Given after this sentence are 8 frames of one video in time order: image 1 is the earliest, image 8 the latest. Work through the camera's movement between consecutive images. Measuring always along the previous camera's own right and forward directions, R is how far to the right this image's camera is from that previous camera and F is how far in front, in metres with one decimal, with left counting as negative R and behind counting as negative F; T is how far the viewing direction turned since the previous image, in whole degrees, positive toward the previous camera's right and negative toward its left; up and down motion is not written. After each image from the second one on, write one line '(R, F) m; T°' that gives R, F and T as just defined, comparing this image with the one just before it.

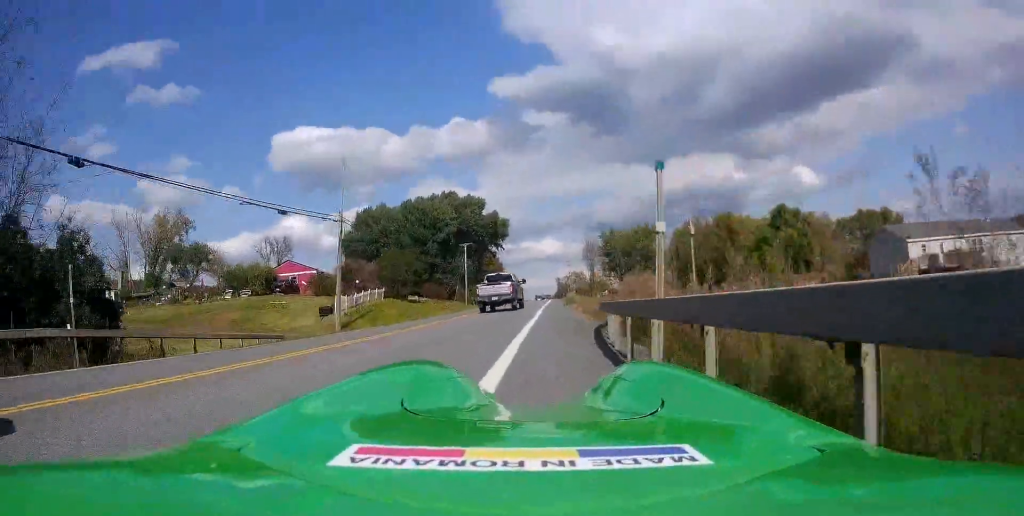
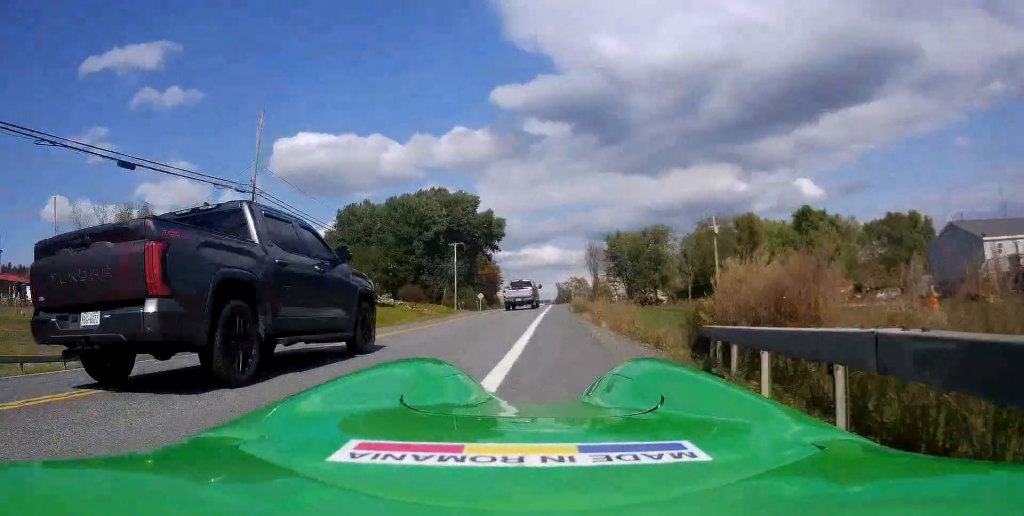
(+0.1, +11.8) m; 0°
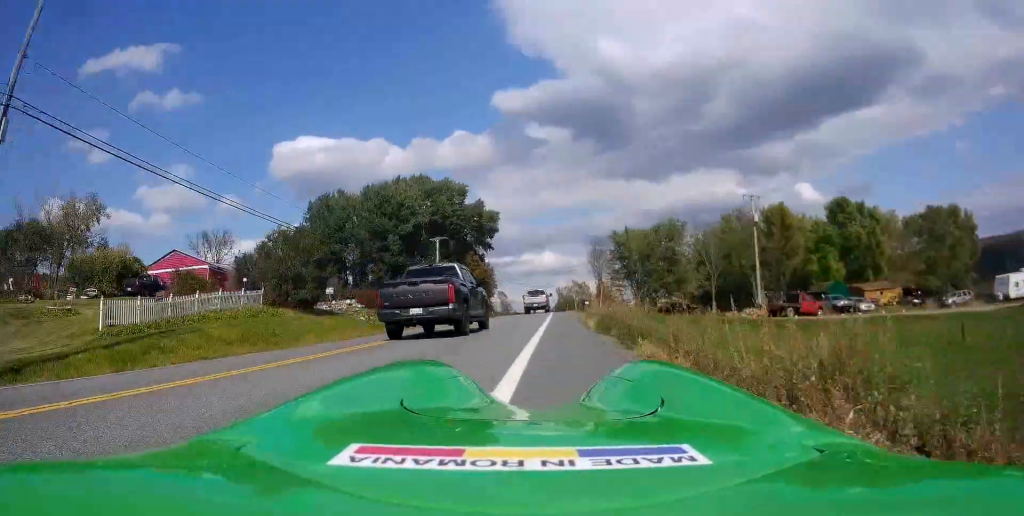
(0.0, +14.9) m; 0°
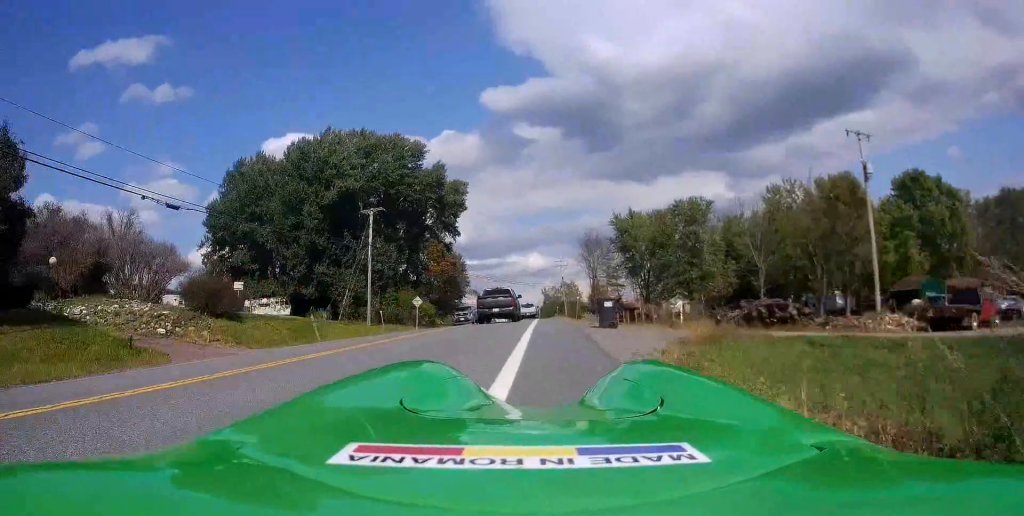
(+0.3, +25.6) m; +1°
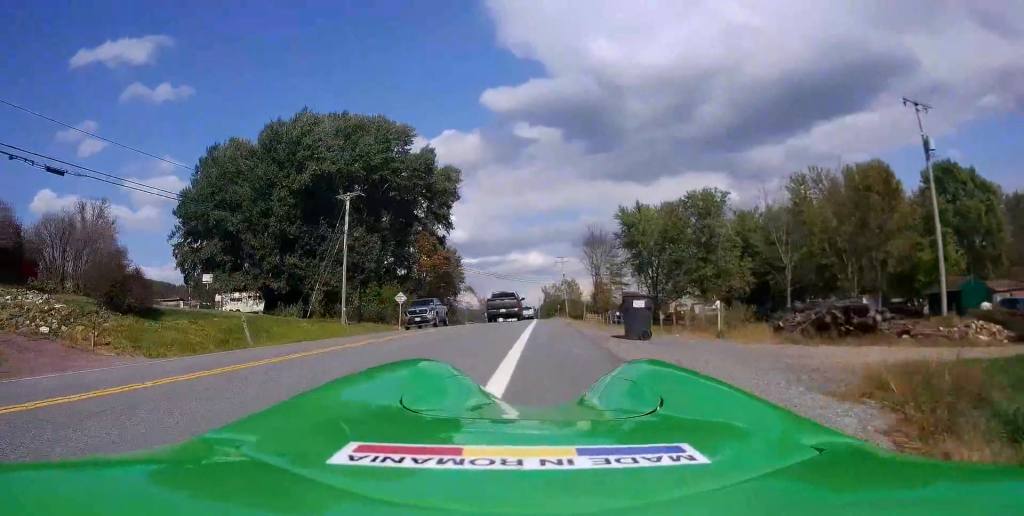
(-0.1, +6.9) m; 0°
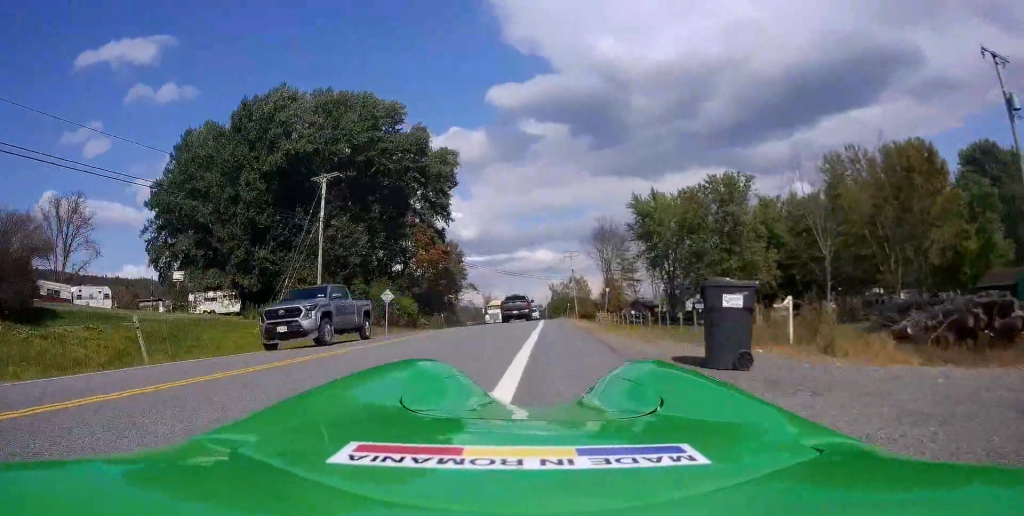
(-0.1, +6.8) m; 0°
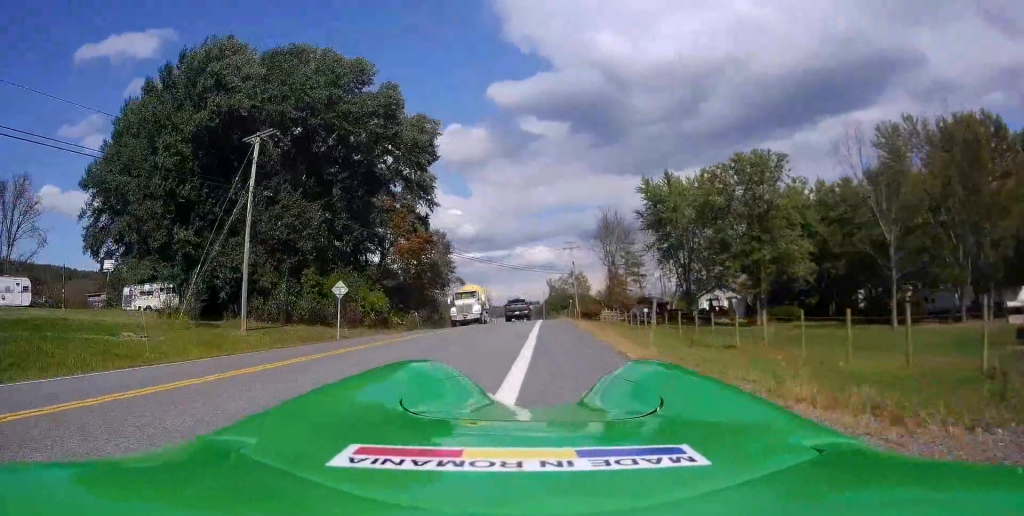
(+0.1, +10.0) m; +2°
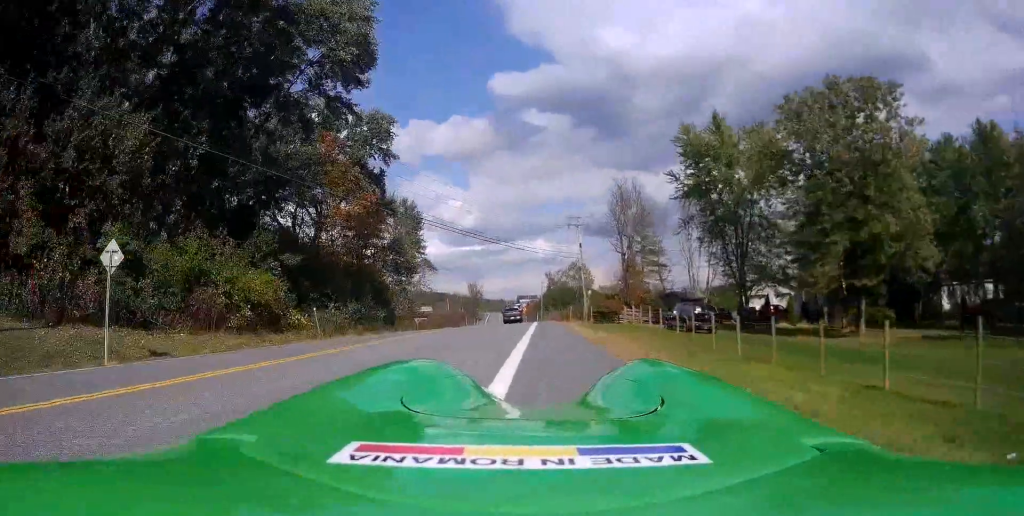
(+0.5, +20.6) m; +2°
